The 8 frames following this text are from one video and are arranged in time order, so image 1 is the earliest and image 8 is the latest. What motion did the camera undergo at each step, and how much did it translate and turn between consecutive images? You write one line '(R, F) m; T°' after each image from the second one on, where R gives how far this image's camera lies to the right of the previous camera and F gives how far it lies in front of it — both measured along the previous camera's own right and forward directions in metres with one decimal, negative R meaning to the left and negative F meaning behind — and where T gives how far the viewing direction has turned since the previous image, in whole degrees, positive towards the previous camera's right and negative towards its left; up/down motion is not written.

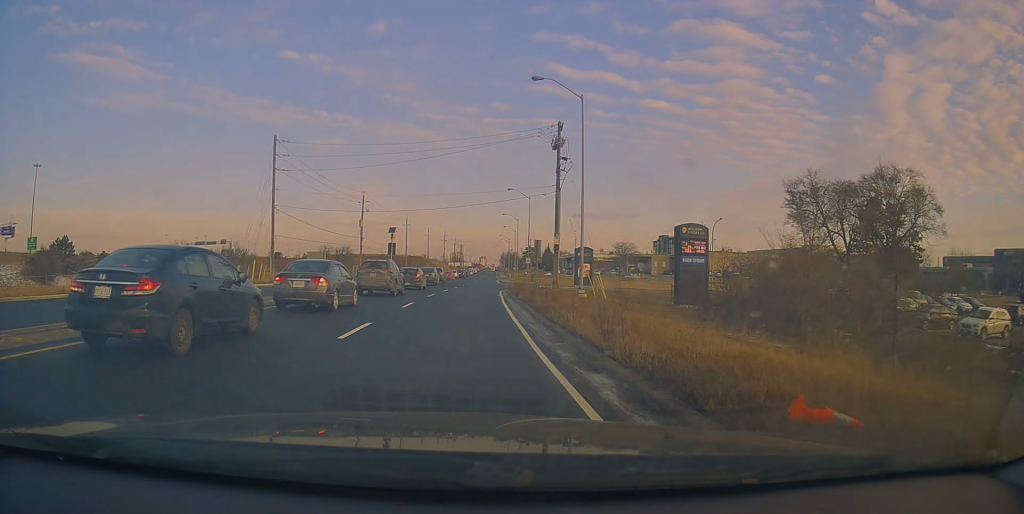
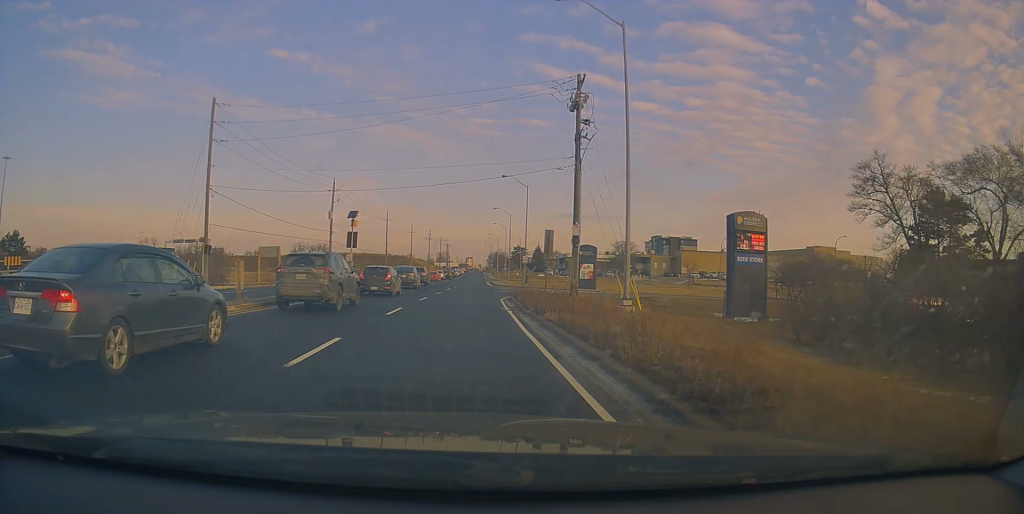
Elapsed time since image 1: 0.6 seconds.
(+0.3, +11.6) m; +2°
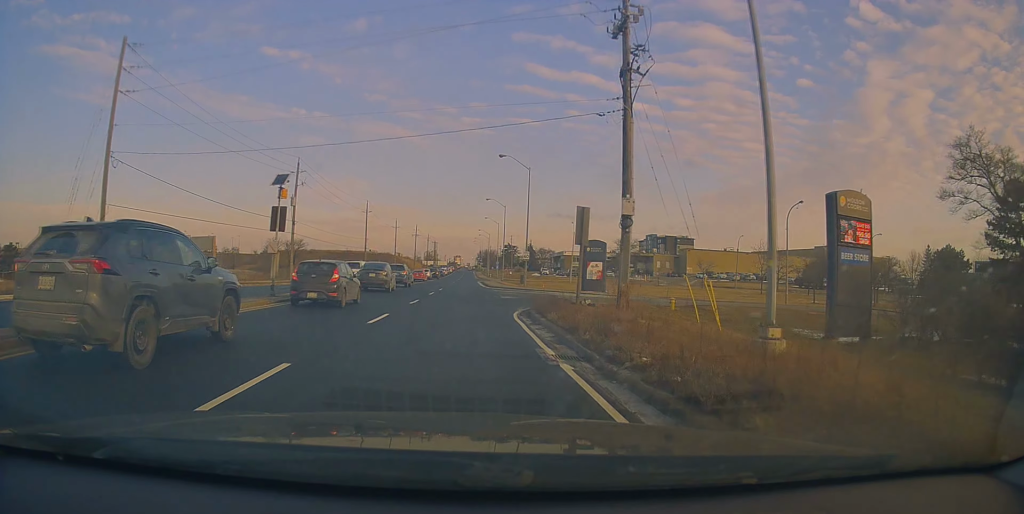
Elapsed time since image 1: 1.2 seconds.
(+0.7, +11.6) m; +1°
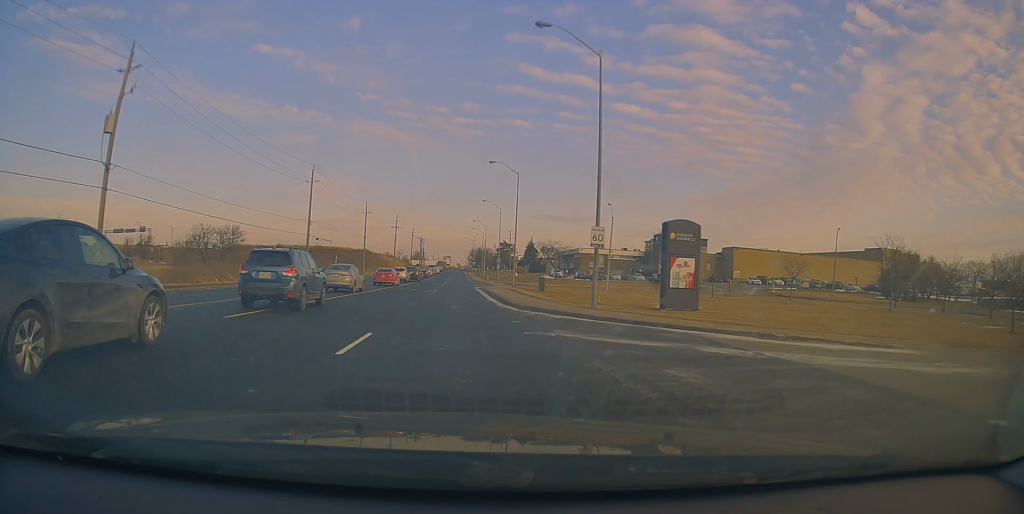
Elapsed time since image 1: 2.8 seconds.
(-0.5, +31.7) m; 0°
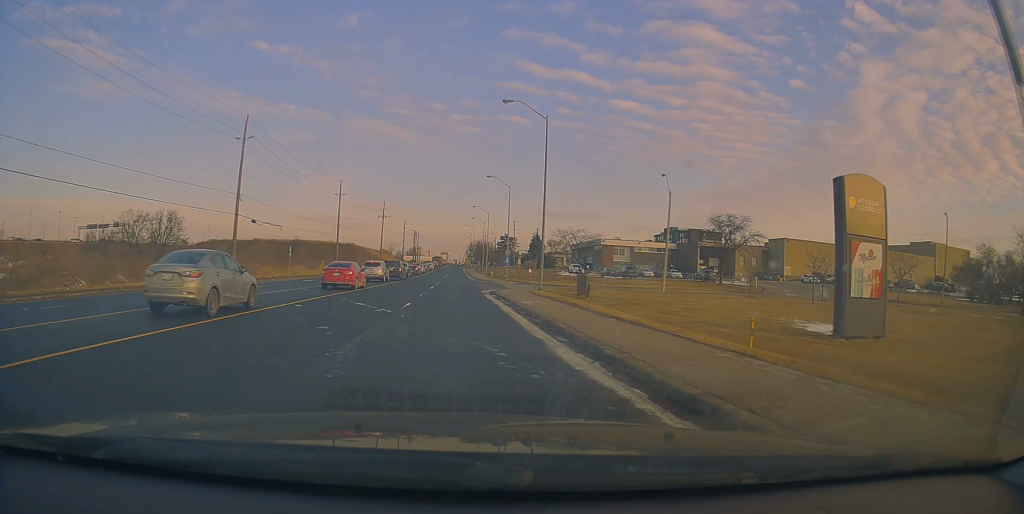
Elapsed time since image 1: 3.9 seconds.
(+0.2, +21.3) m; +1°
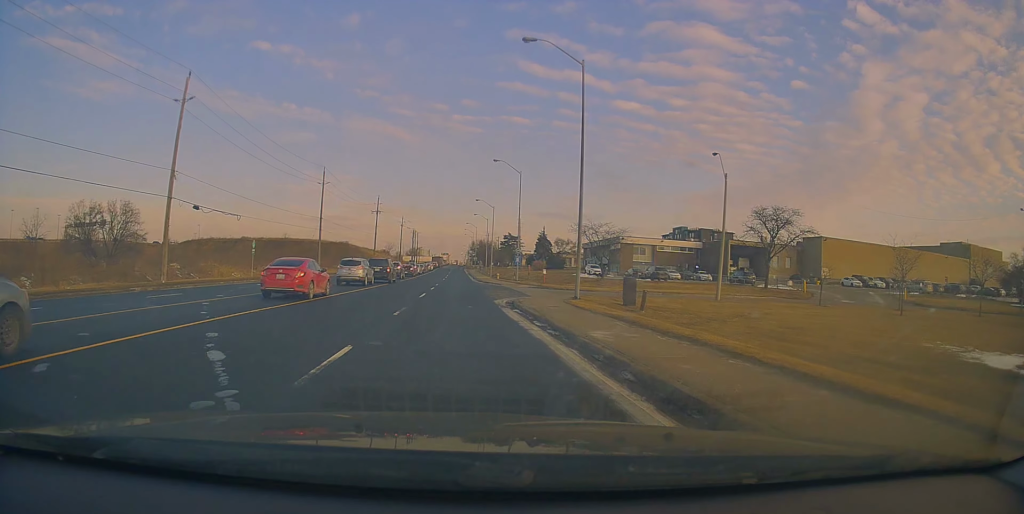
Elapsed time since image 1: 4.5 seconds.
(0.0, +11.5) m; 0°
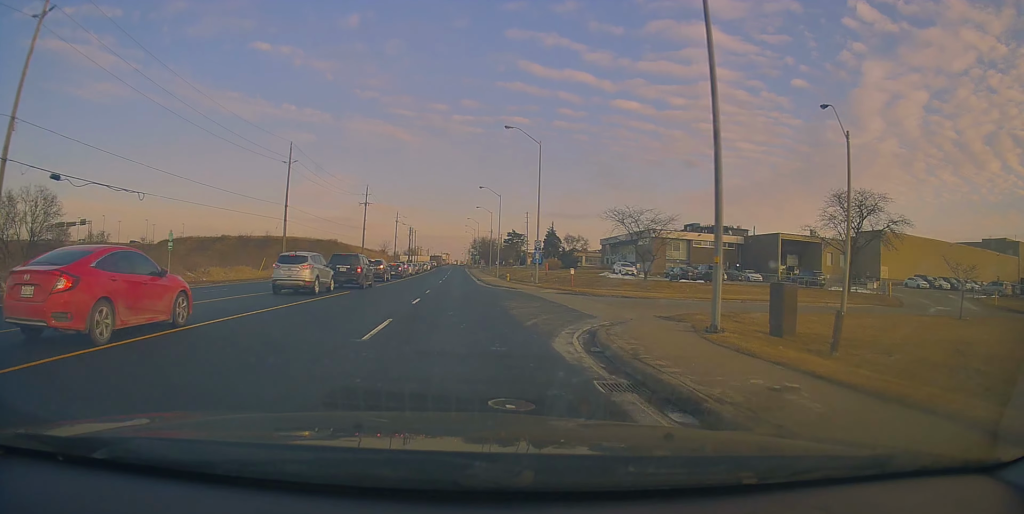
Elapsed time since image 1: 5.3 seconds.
(+0.1, +15.1) m; 0°
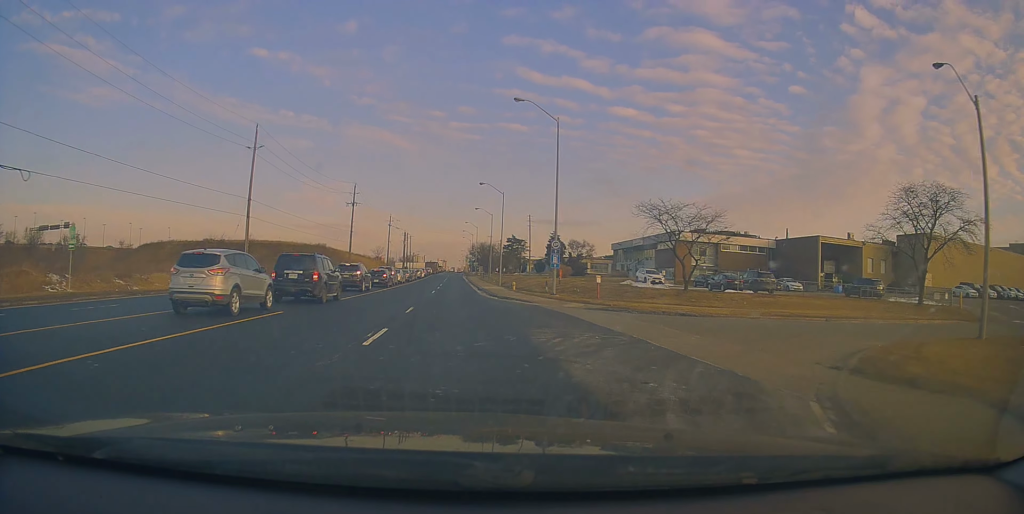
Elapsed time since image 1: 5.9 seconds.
(0.0, +9.9) m; 0°
